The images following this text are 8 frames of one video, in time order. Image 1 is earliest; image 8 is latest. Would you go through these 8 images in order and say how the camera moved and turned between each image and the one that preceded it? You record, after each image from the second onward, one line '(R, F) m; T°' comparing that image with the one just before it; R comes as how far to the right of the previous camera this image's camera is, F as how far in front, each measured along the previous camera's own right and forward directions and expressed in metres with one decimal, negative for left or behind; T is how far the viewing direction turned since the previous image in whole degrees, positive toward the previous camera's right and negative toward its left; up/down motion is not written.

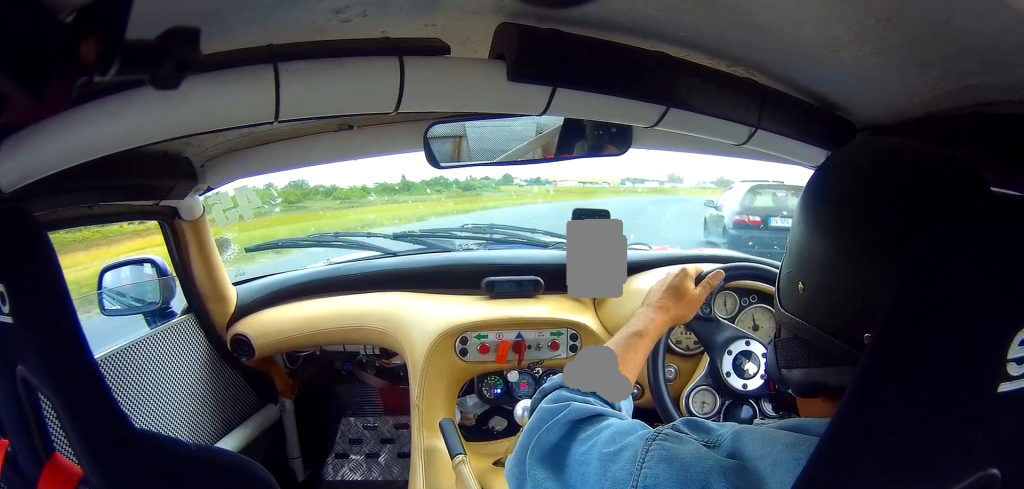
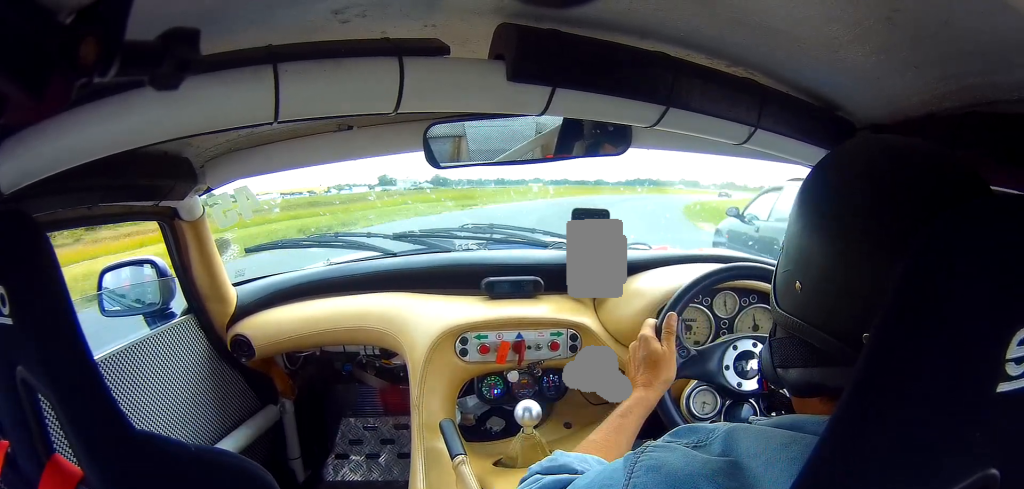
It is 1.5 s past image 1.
(+10.6, +48.6) m; +24°
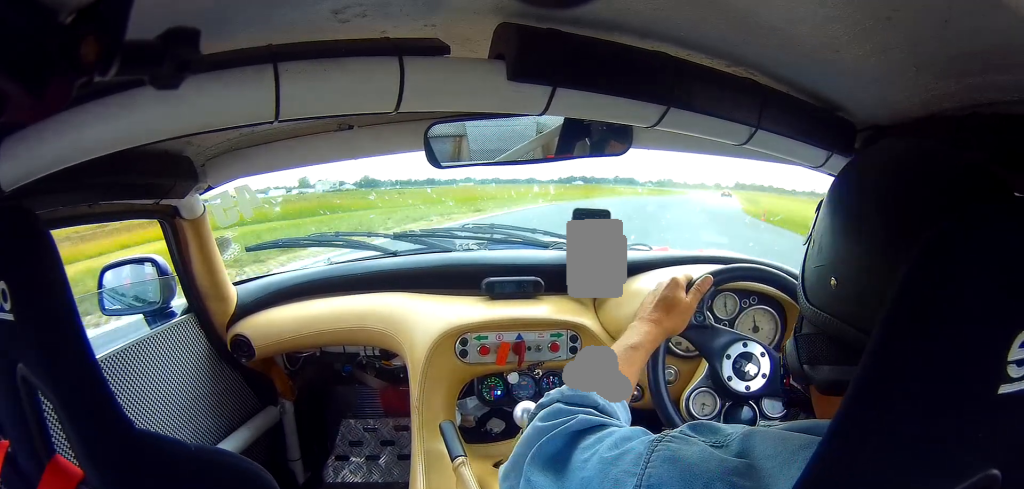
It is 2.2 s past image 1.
(+2.8, +26.8) m; +10°
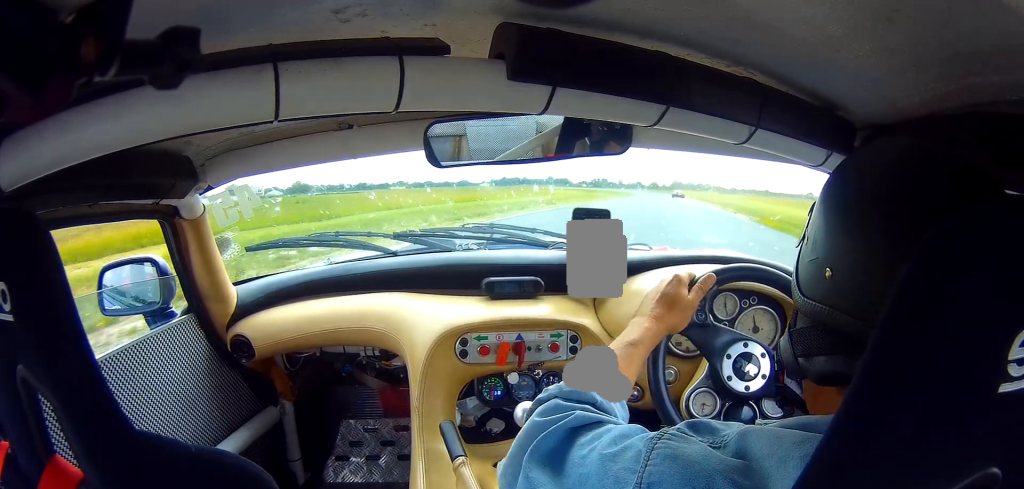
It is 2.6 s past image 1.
(+0.2, +14.2) m; +4°
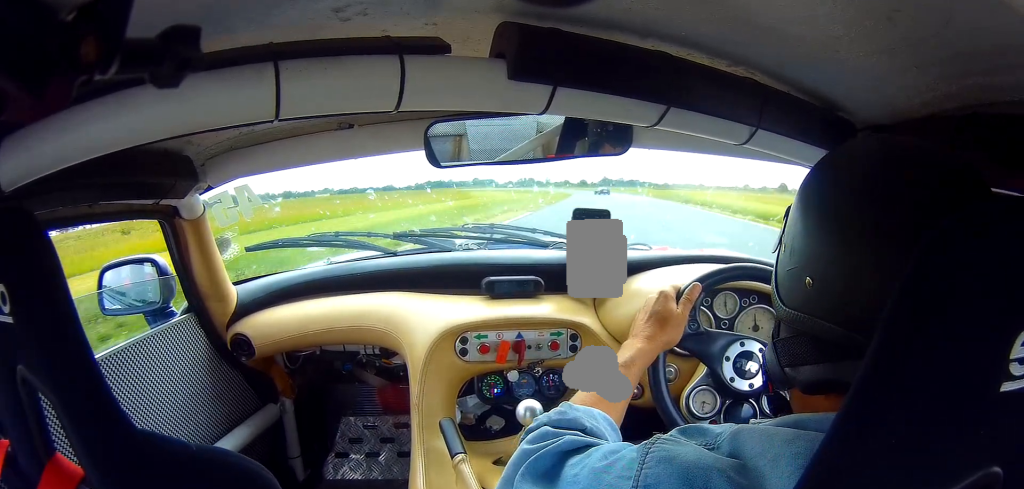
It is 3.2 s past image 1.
(+1.6, +21.5) m; +5°
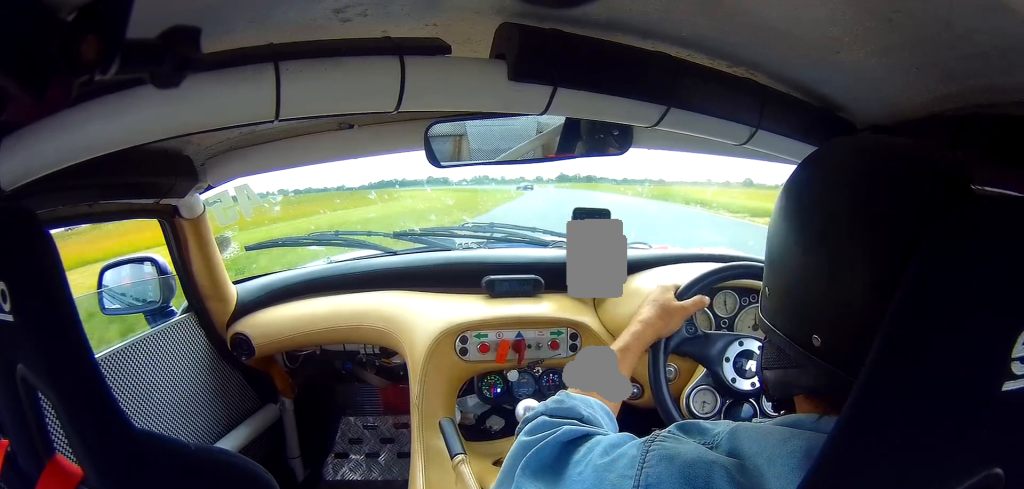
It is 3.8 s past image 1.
(+0.6, +19.2) m; +4°
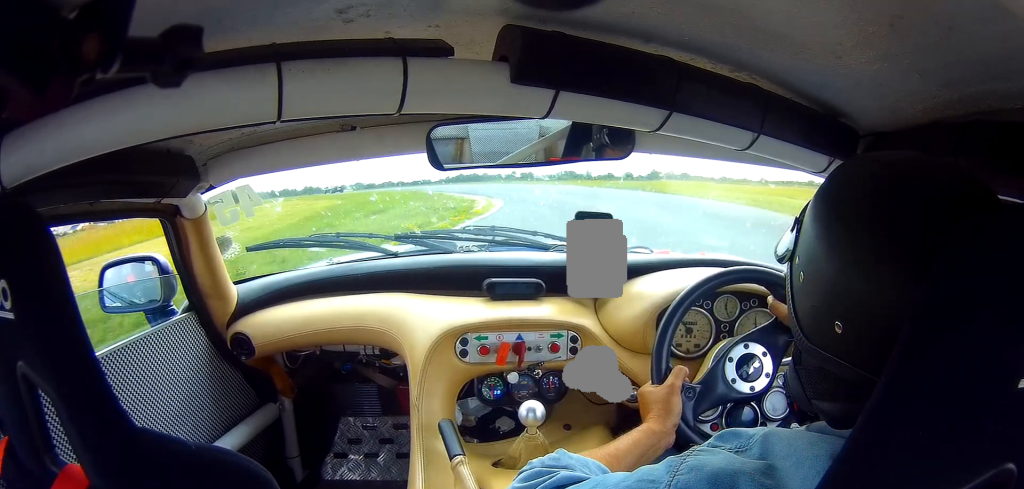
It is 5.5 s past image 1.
(-2.8, +62.0) m; -13°
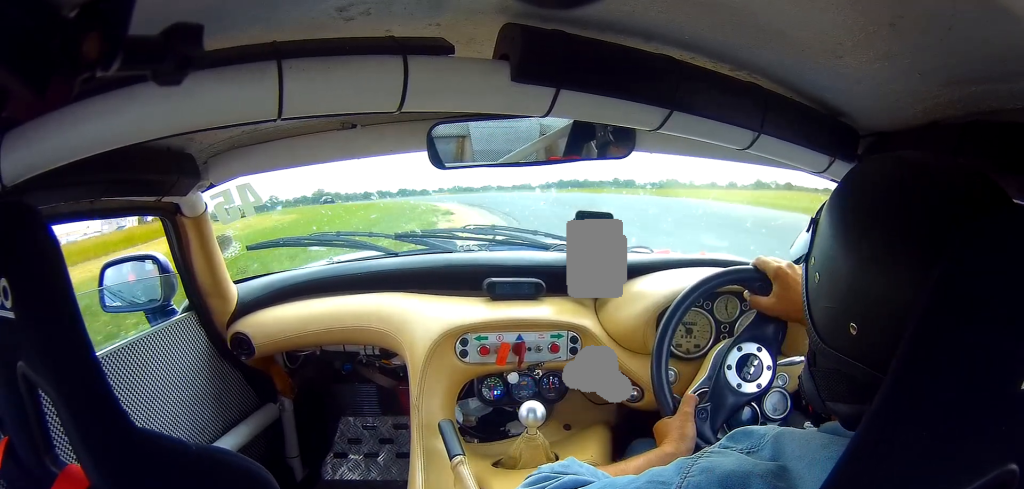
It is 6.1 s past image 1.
(-1.5, +19.1) m; -9°
